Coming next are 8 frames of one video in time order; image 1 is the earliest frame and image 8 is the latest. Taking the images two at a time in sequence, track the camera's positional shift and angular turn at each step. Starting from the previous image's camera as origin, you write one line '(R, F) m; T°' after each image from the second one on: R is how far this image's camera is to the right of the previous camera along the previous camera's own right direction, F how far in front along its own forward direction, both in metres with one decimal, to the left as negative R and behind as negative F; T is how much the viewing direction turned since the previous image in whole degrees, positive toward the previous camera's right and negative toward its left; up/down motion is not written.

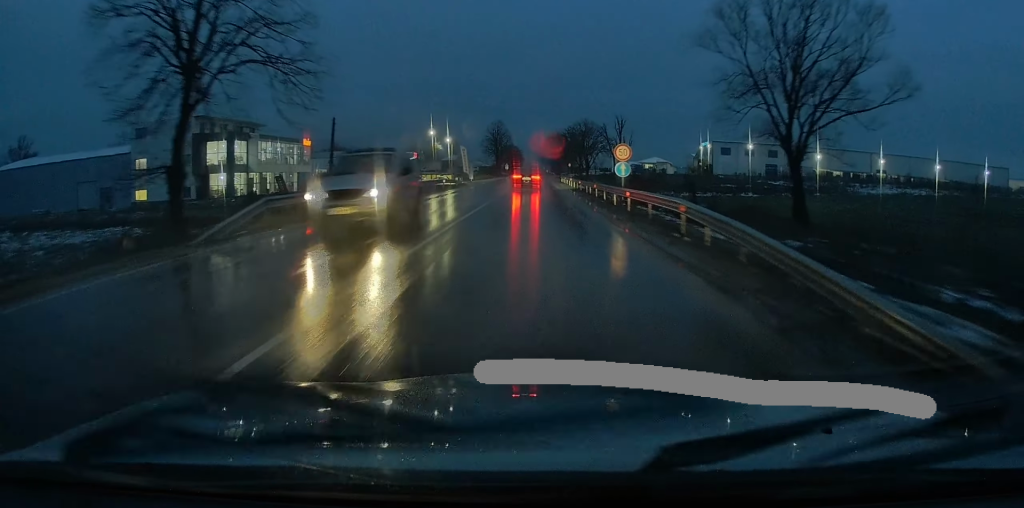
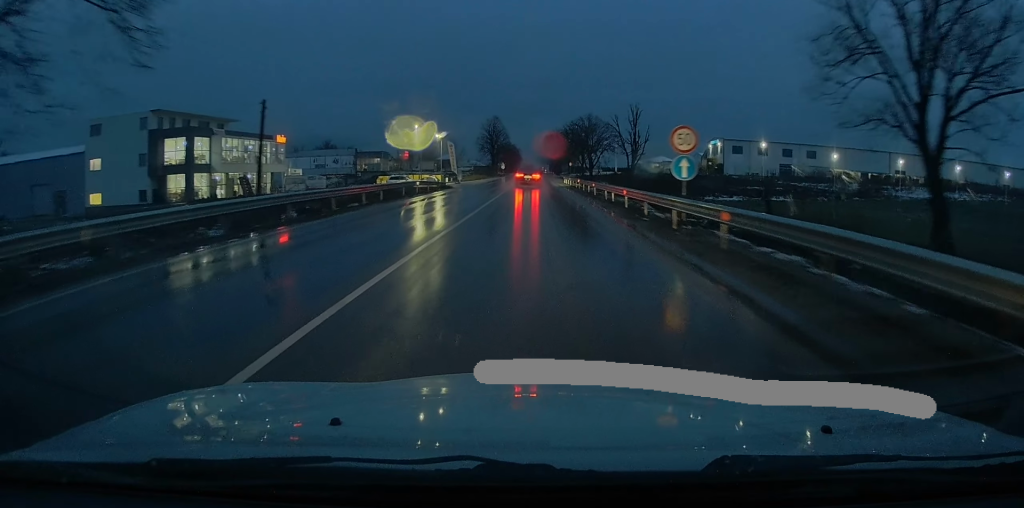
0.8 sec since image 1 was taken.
(0.0, +10.6) m; 0°
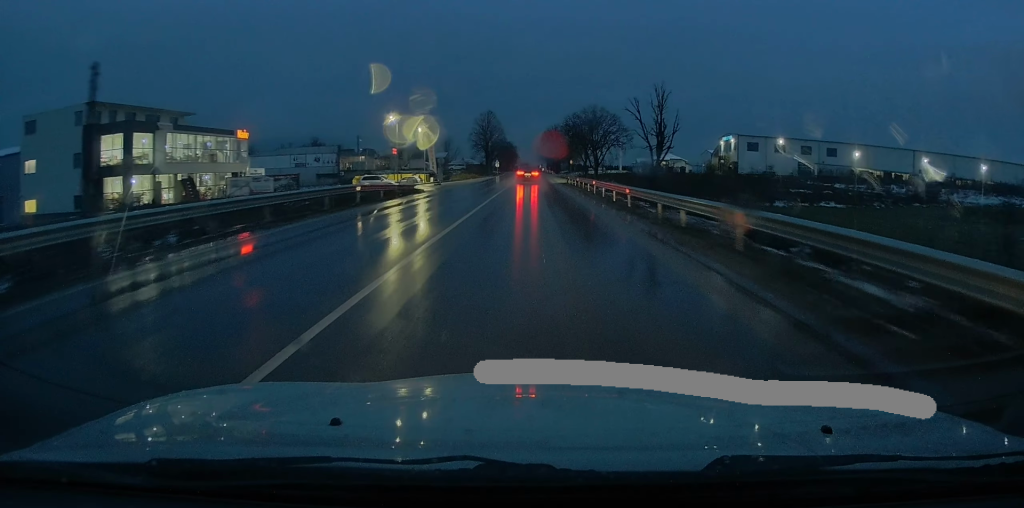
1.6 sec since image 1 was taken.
(0.0, +12.6) m; 0°
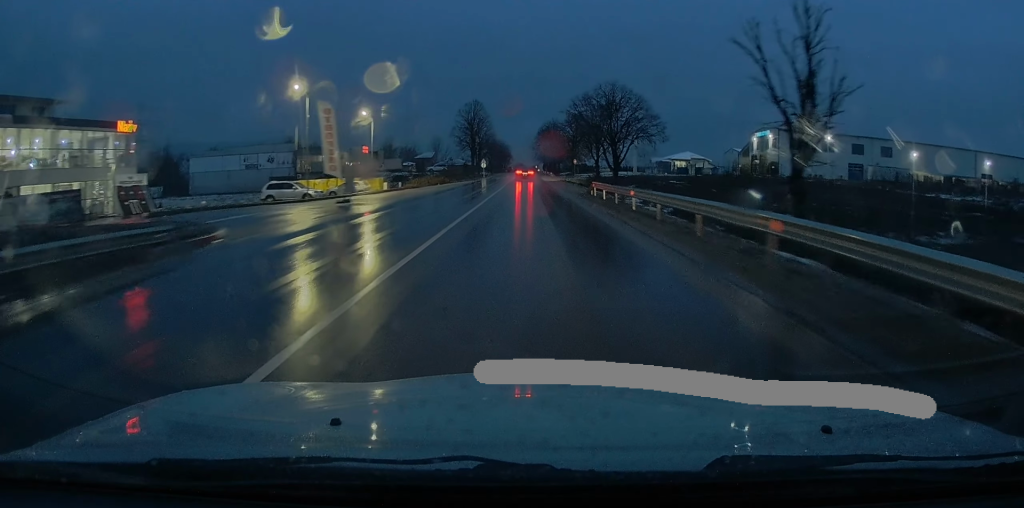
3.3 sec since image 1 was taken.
(+0.3, +26.0) m; +1°
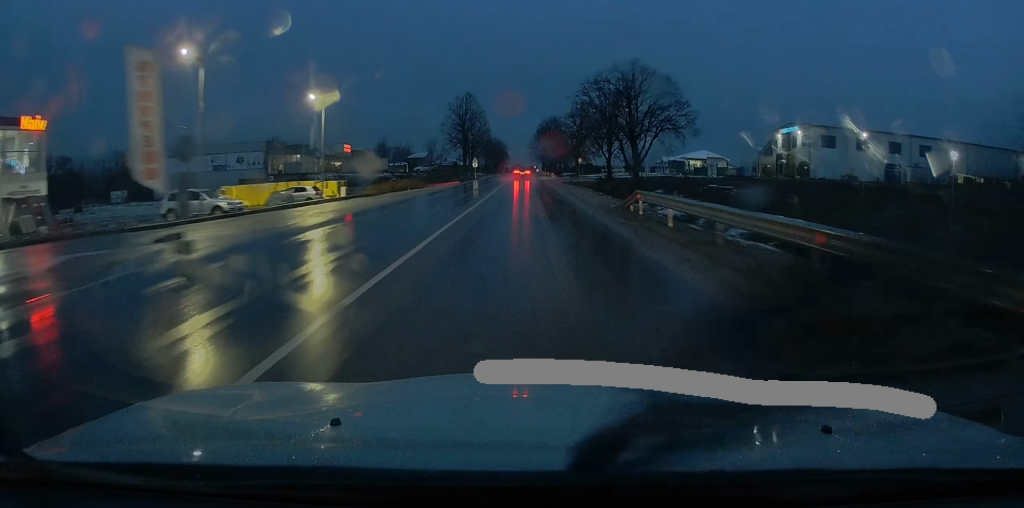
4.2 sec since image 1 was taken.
(+0.1, +13.9) m; 0°
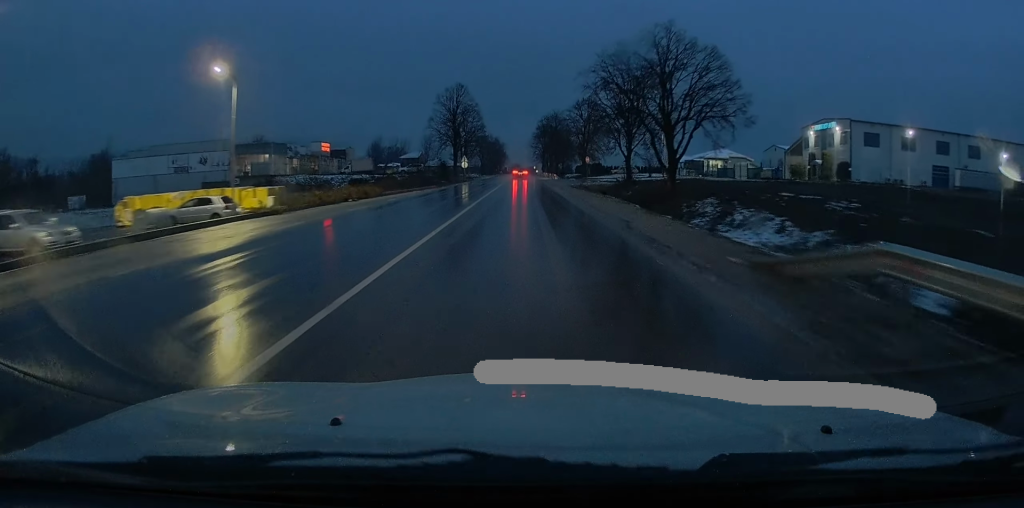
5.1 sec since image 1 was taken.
(0.0, +14.0) m; 0°
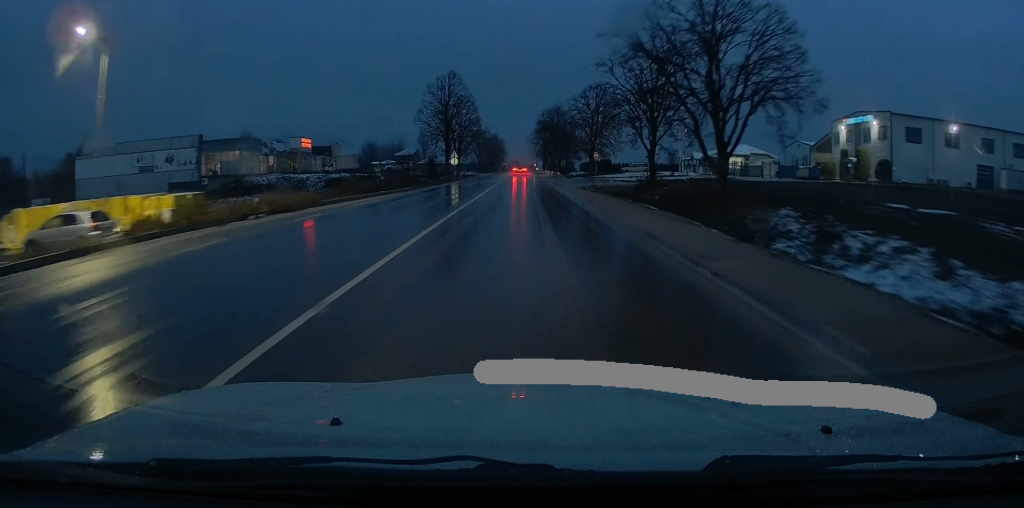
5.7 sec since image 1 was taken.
(-0.1, +10.8) m; 0°
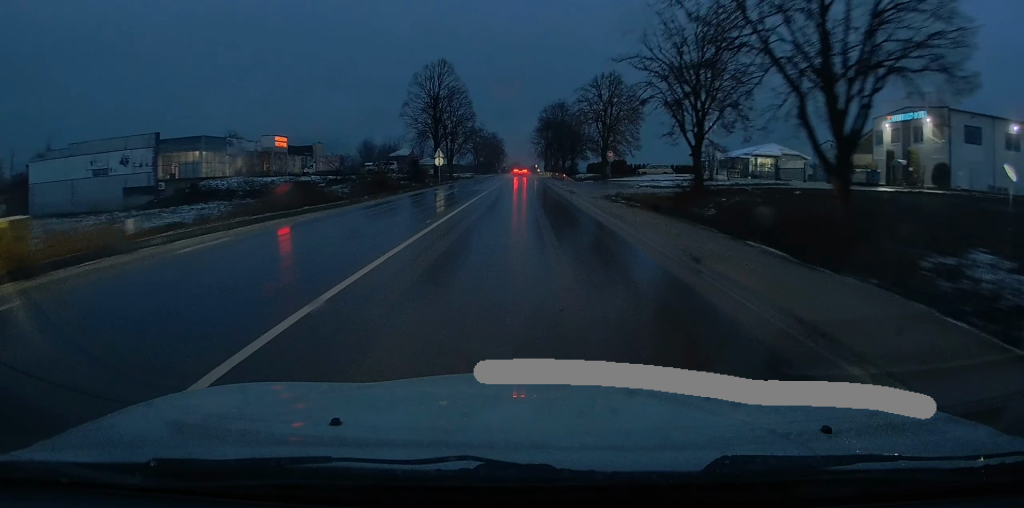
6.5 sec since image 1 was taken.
(+0.1, +12.1) m; 0°
